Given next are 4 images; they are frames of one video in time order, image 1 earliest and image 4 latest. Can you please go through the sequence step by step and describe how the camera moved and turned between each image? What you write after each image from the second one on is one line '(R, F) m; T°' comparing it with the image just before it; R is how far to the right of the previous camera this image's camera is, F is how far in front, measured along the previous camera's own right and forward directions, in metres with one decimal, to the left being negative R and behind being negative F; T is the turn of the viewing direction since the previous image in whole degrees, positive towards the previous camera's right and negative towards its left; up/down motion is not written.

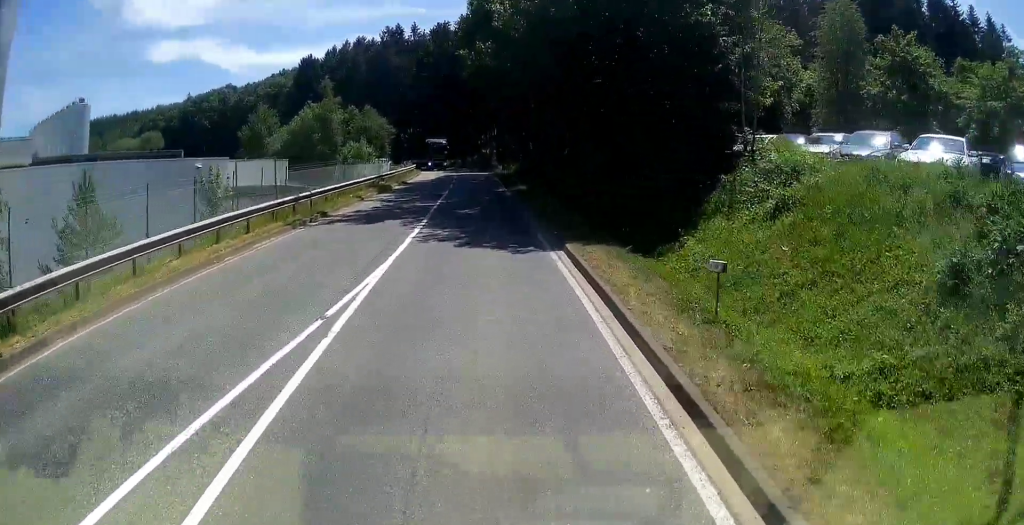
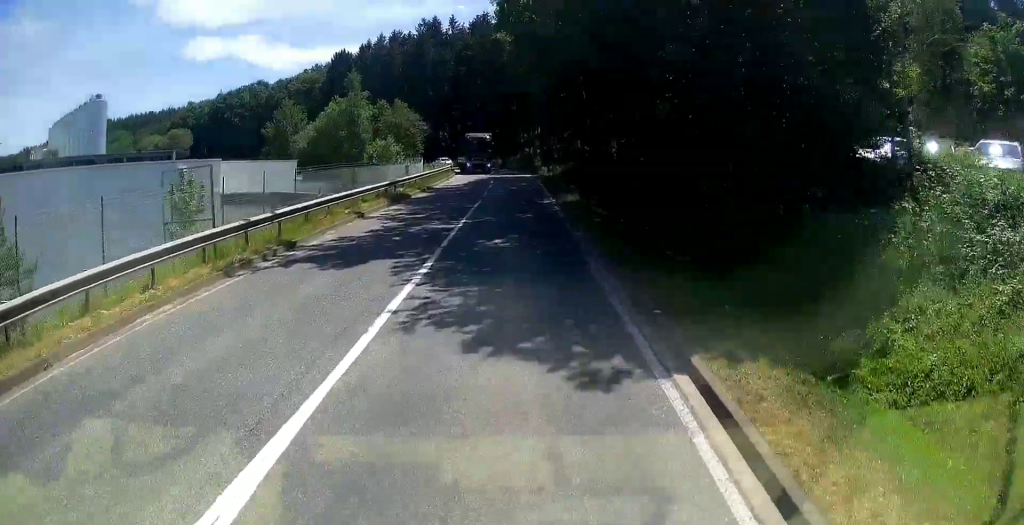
(-0.3, +6.8) m; -3°
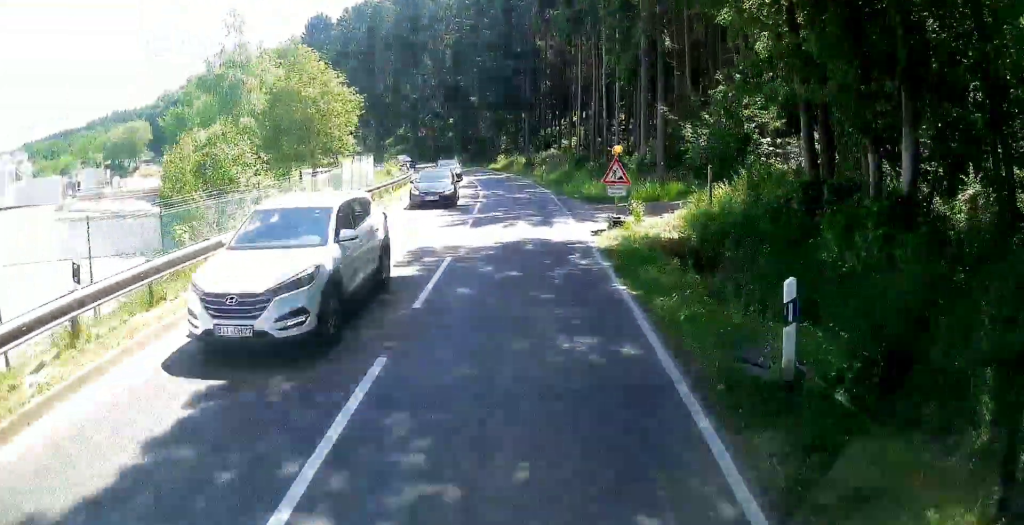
(-0.9, +36.4) m; 0°
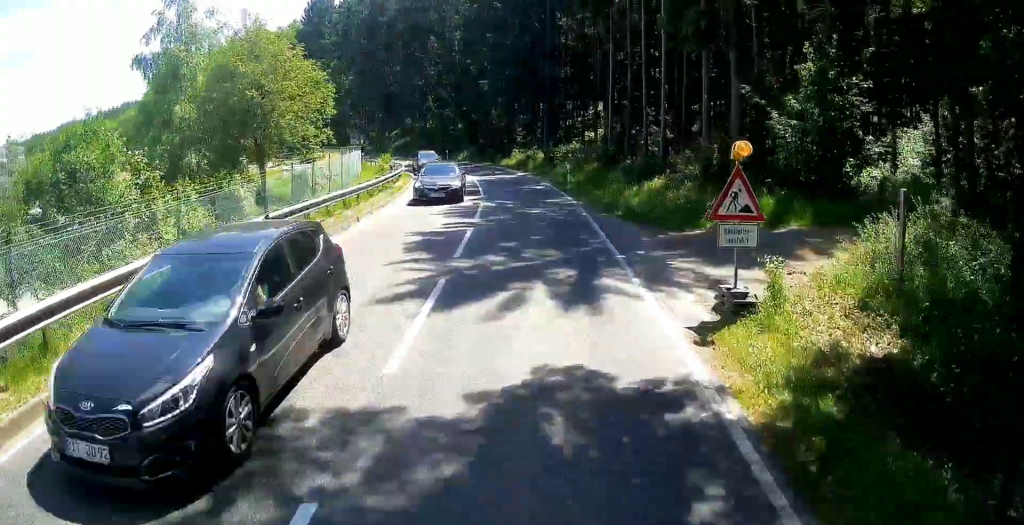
(+0.2, +9.1) m; -1°
